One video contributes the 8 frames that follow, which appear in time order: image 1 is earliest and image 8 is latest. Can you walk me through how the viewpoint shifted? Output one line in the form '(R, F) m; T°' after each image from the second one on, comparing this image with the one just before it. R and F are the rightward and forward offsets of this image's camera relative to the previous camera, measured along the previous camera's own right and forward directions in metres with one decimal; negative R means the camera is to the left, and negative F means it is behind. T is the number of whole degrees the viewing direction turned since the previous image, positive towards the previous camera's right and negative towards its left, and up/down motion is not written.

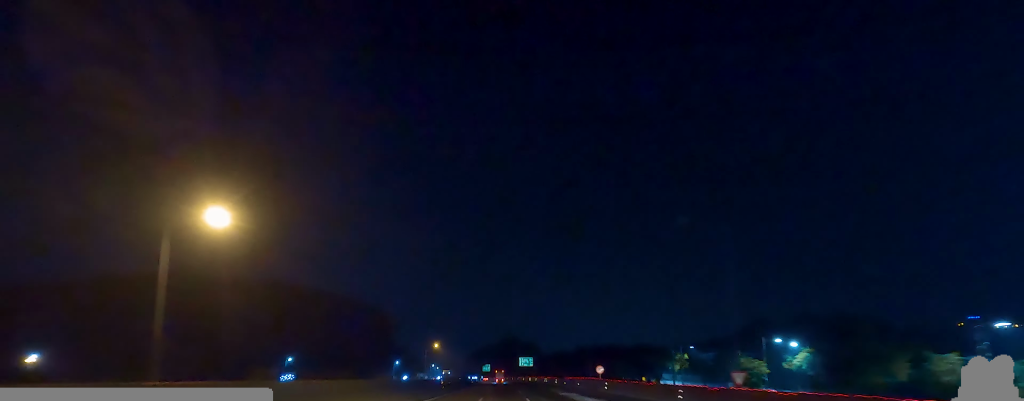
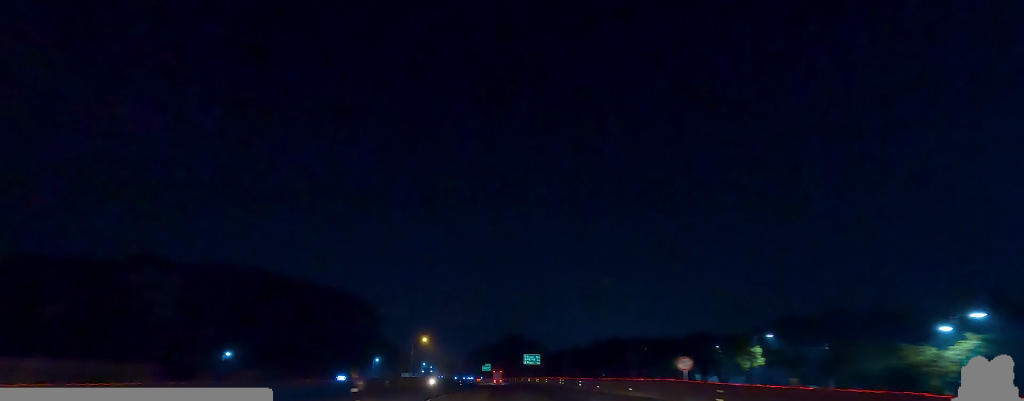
(0.0, +29.6) m; 0°
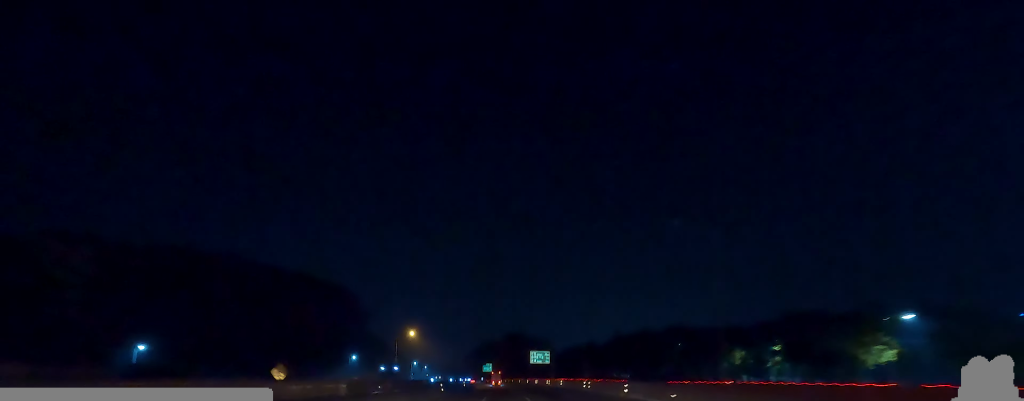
(-0.2, +24.6) m; 0°
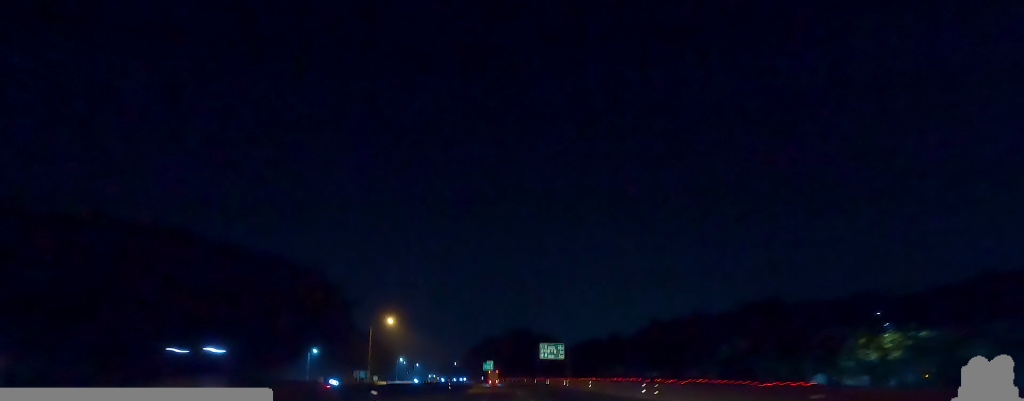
(+0.1, +26.6) m; 0°
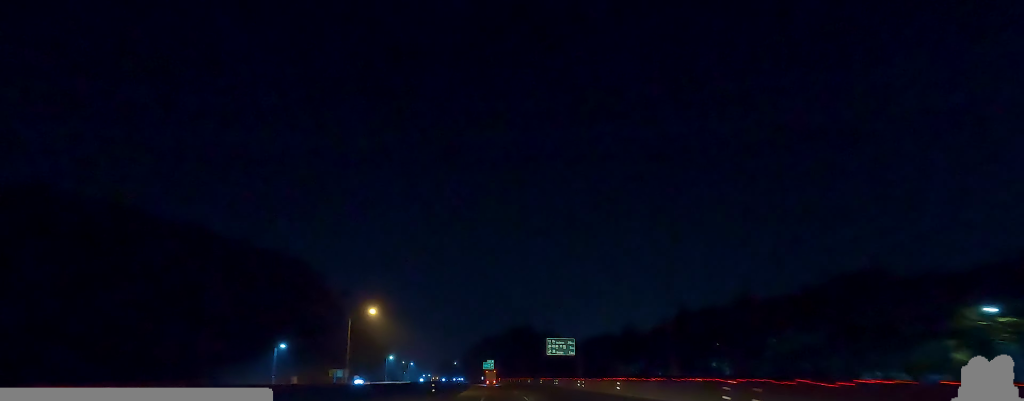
(+0.6, +14.2) m; 0°
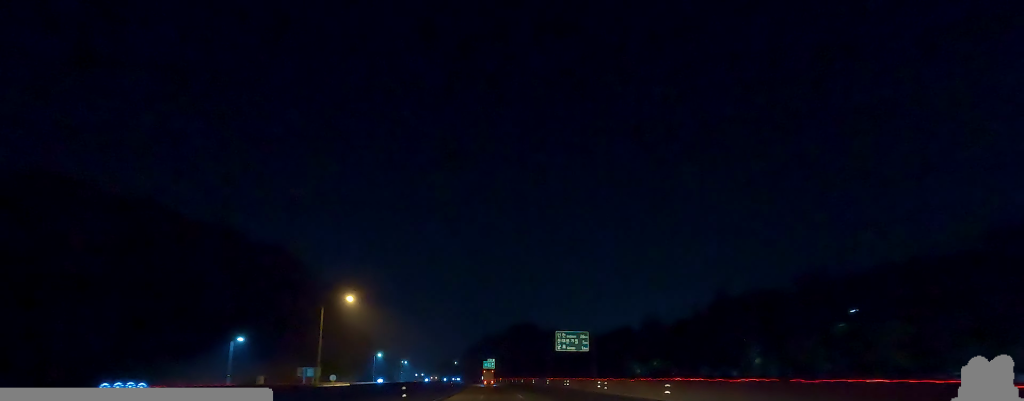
(-0.8, +13.3) m; 0°
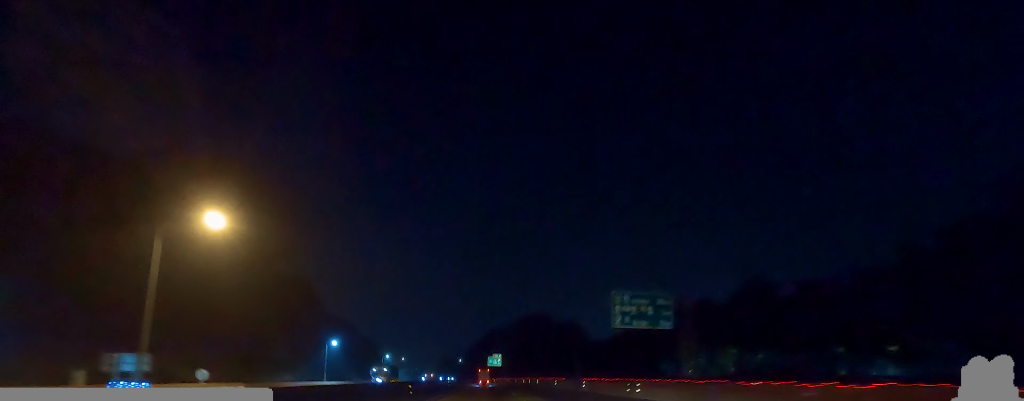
(+0.7, +35.3) m; 0°
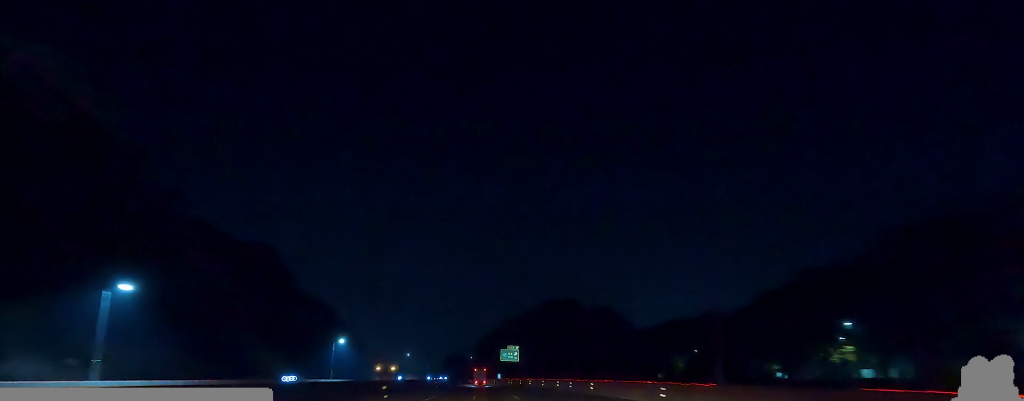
(-2.4, +47.8) m; -3°
